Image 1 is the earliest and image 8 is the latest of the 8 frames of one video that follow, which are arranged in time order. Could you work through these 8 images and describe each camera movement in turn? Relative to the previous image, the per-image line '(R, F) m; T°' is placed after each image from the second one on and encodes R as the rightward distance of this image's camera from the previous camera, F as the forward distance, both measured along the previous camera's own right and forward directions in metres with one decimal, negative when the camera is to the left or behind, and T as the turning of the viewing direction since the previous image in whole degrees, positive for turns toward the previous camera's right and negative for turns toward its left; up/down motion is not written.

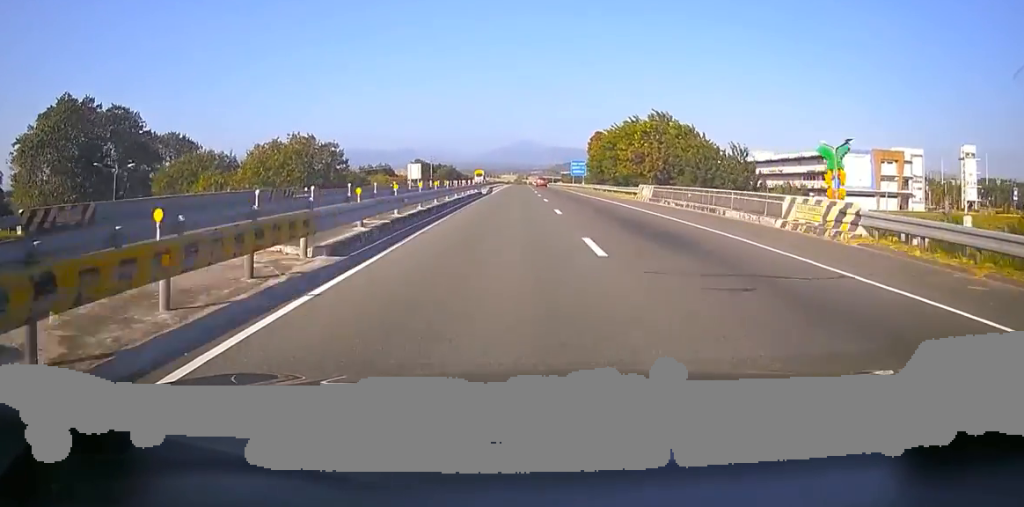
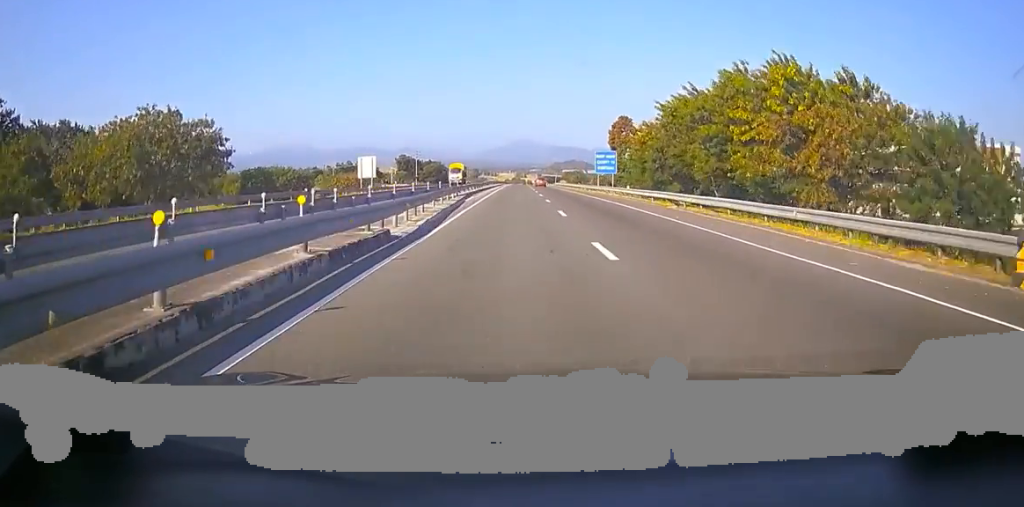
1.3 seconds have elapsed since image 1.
(+0.7, +36.0) m; +3°
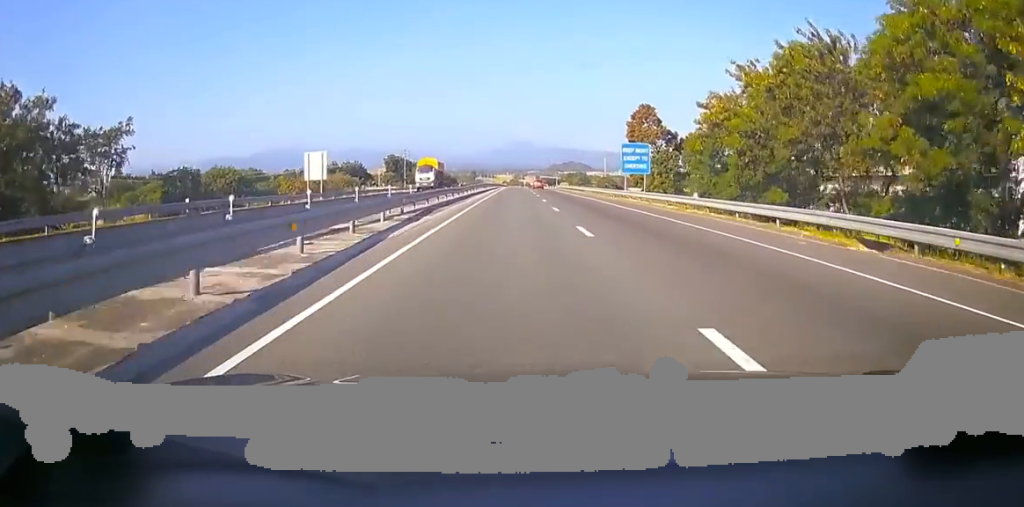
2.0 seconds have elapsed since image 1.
(+0.1, +20.1) m; 0°
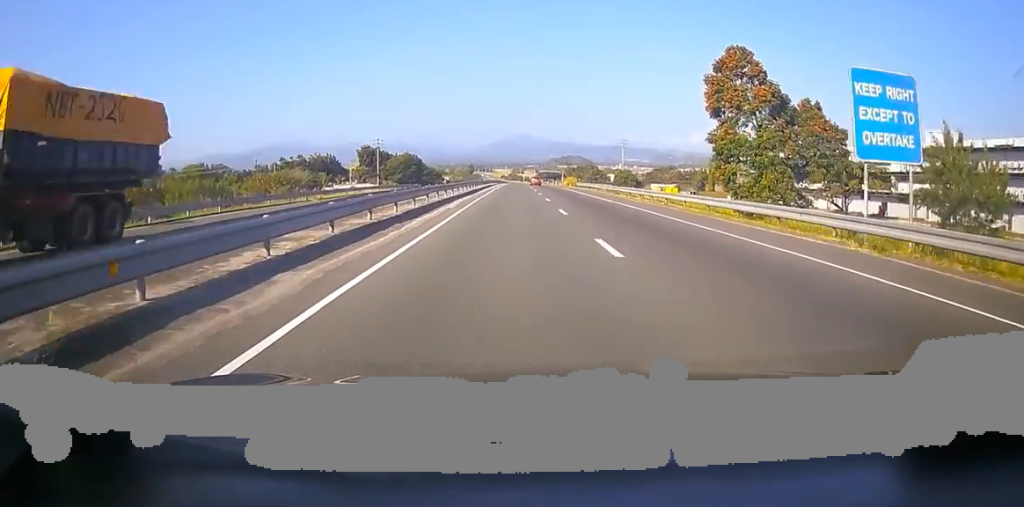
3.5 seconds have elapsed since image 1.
(-0.4, +40.0) m; -3°
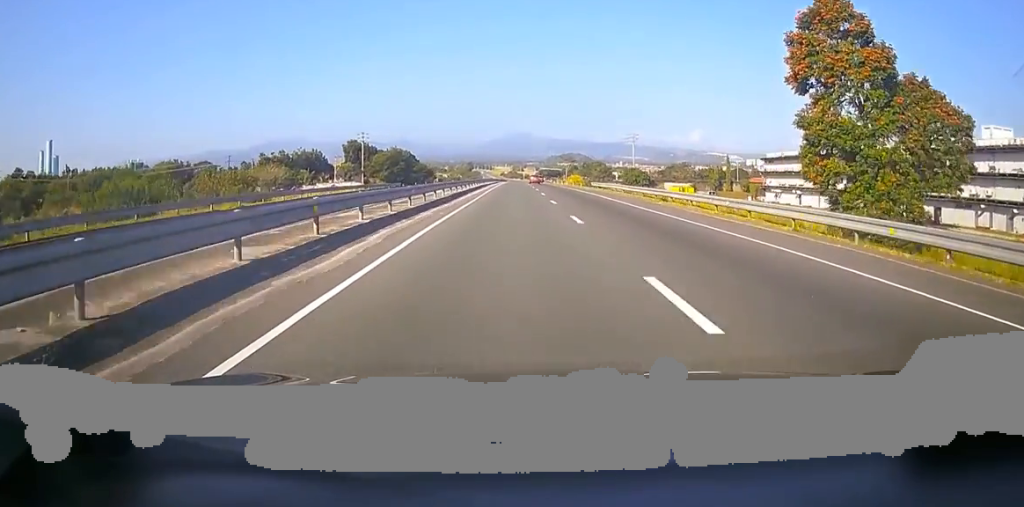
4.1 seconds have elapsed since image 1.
(-1.0, +17.2) m; 0°
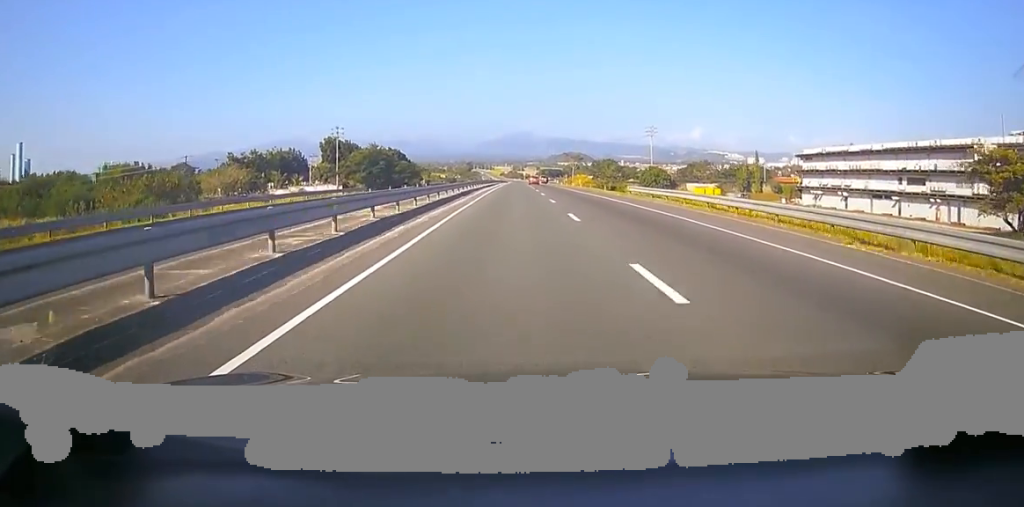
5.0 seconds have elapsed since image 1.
(+0.7, +22.6) m; +2°
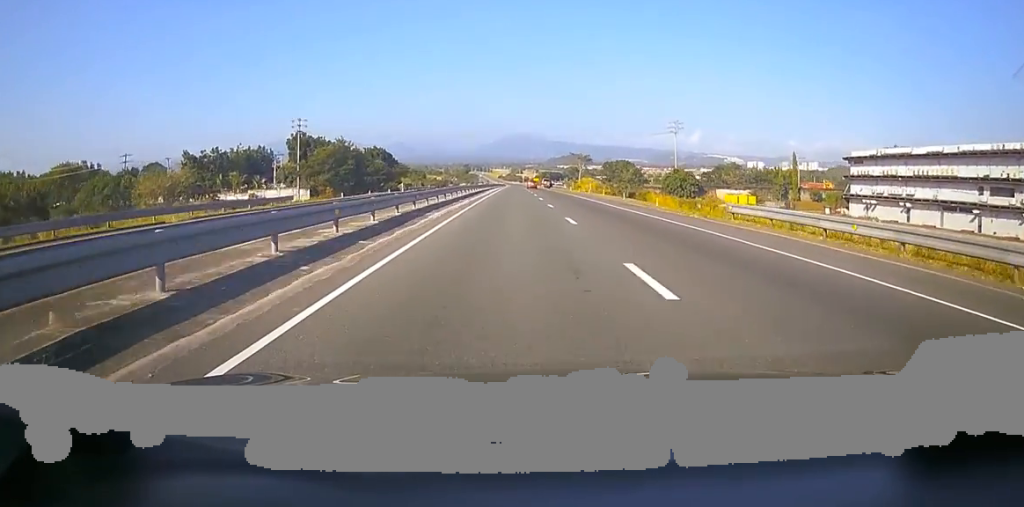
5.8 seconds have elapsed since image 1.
(+0.5, +23.6) m; 0°
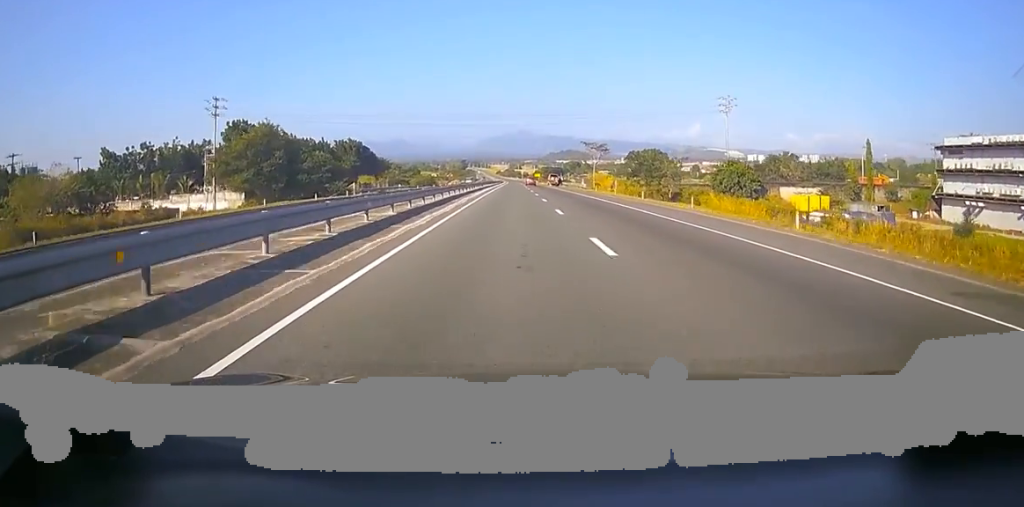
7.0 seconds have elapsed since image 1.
(-1.1, +32.1) m; -1°
